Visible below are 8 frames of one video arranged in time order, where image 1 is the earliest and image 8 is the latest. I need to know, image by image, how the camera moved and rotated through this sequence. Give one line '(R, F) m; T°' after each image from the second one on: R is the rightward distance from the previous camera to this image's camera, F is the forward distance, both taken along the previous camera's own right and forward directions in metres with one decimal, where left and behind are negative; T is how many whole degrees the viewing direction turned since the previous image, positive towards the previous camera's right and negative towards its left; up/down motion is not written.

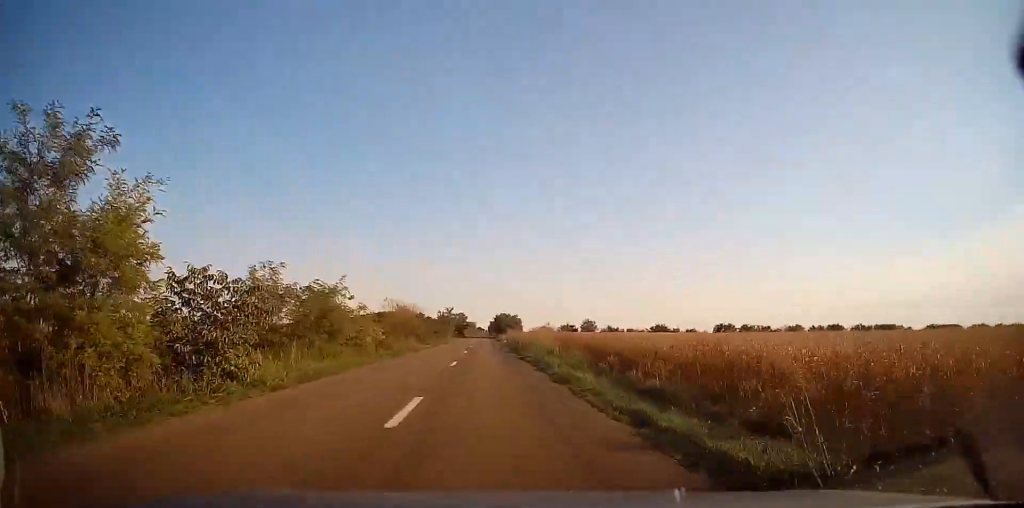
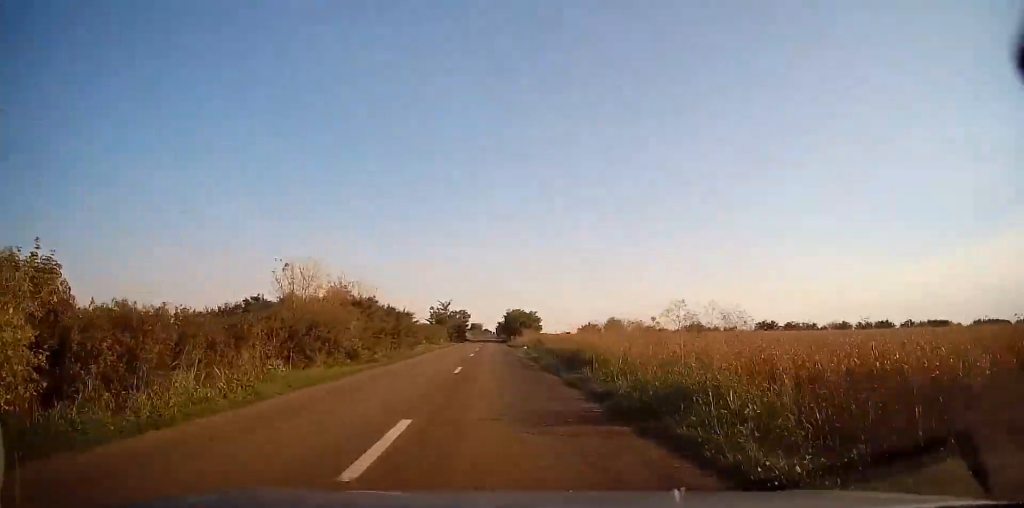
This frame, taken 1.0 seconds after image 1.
(-0.3, +26.8) m; 0°
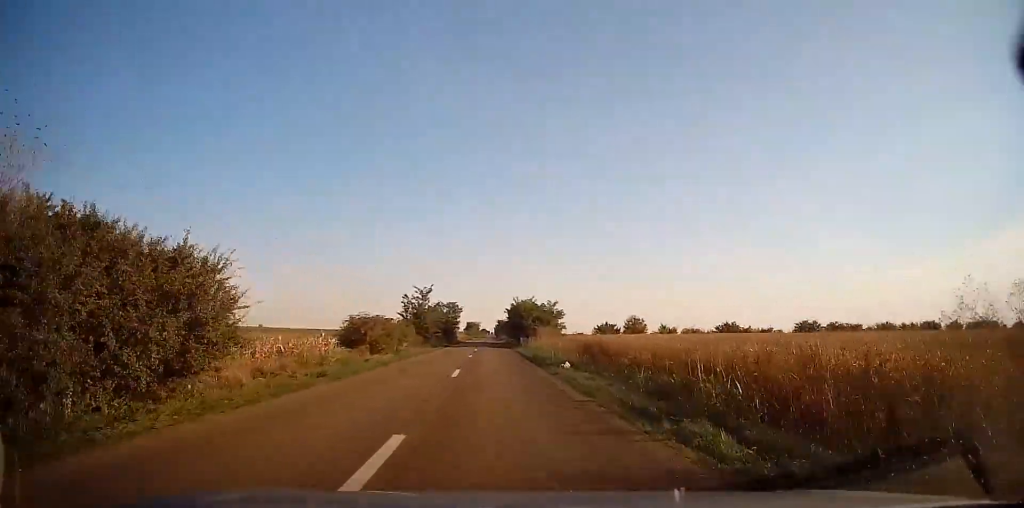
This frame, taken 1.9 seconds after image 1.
(+0.2, +25.0) m; 0°
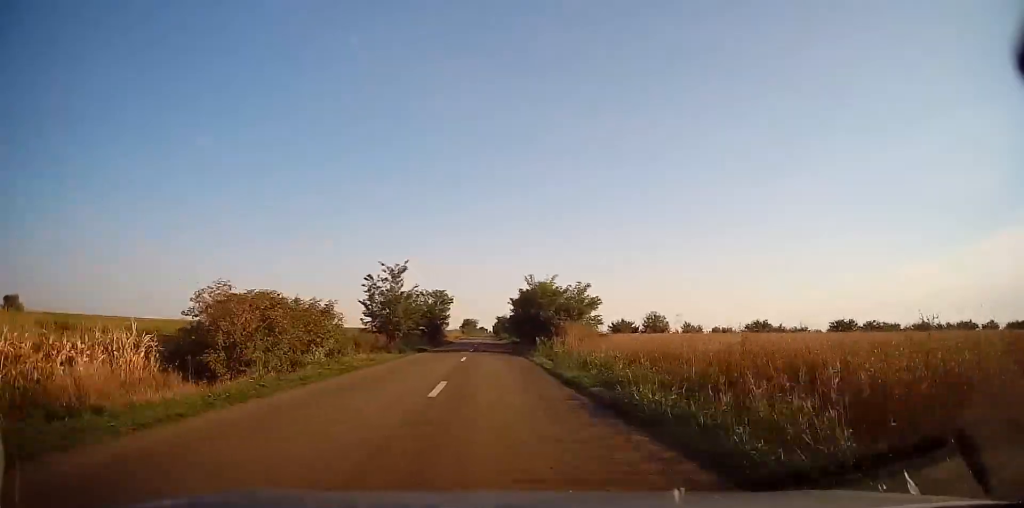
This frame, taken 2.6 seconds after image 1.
(-0.2, +17.2) m; 0°
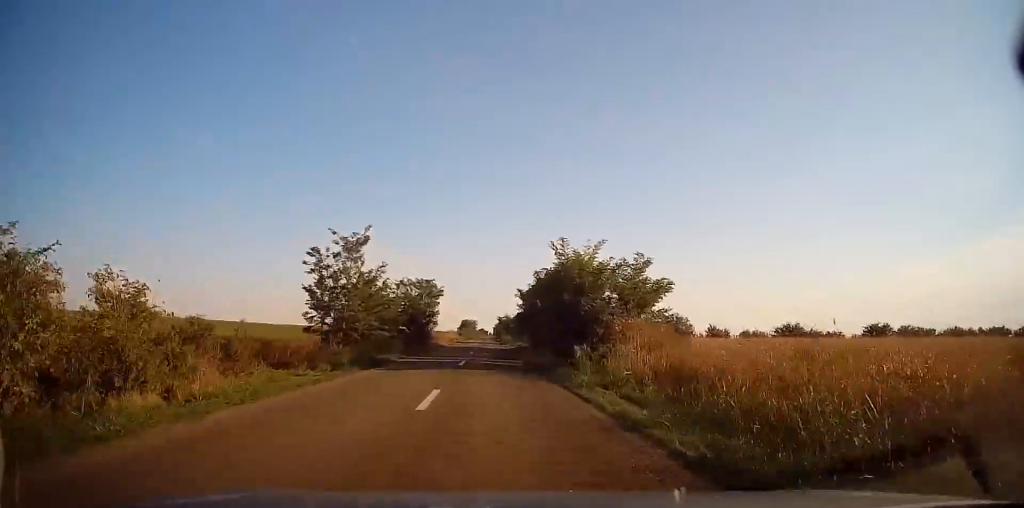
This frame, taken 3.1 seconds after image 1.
(-0.1, +13.2) m; 0°
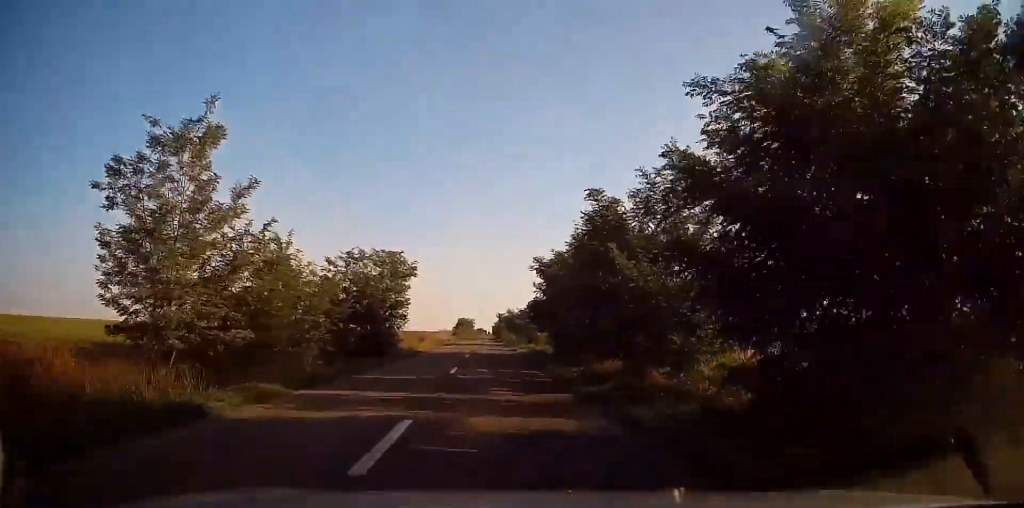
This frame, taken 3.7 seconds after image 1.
(+0.2, +15.6) m; +1°
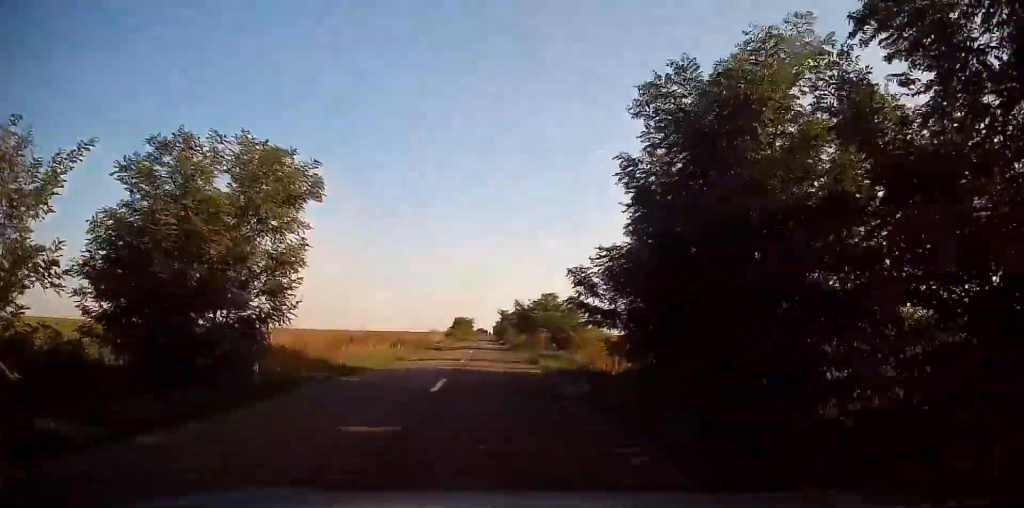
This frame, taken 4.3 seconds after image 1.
(+0.1, +16.8) m; 0°
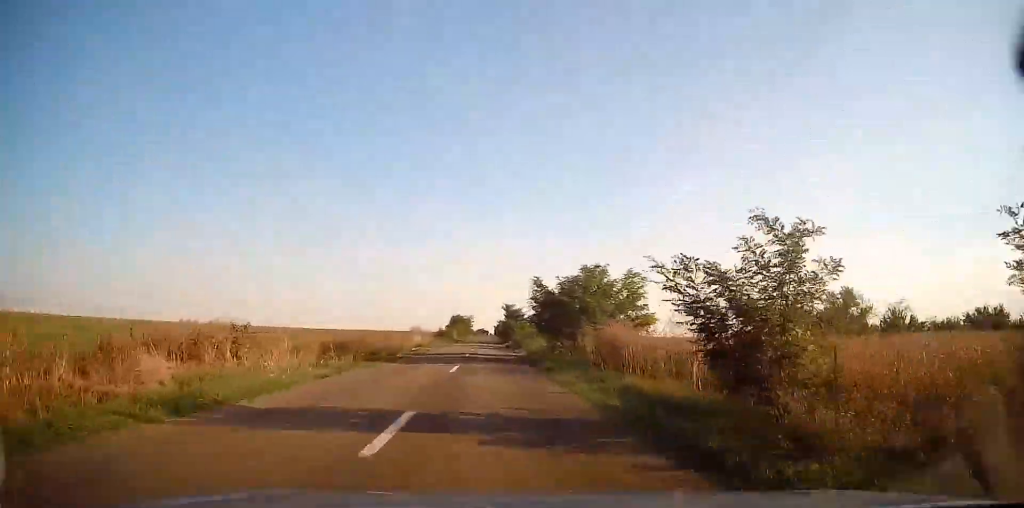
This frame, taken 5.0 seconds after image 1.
(+0.1, +18.0) m; 0°
